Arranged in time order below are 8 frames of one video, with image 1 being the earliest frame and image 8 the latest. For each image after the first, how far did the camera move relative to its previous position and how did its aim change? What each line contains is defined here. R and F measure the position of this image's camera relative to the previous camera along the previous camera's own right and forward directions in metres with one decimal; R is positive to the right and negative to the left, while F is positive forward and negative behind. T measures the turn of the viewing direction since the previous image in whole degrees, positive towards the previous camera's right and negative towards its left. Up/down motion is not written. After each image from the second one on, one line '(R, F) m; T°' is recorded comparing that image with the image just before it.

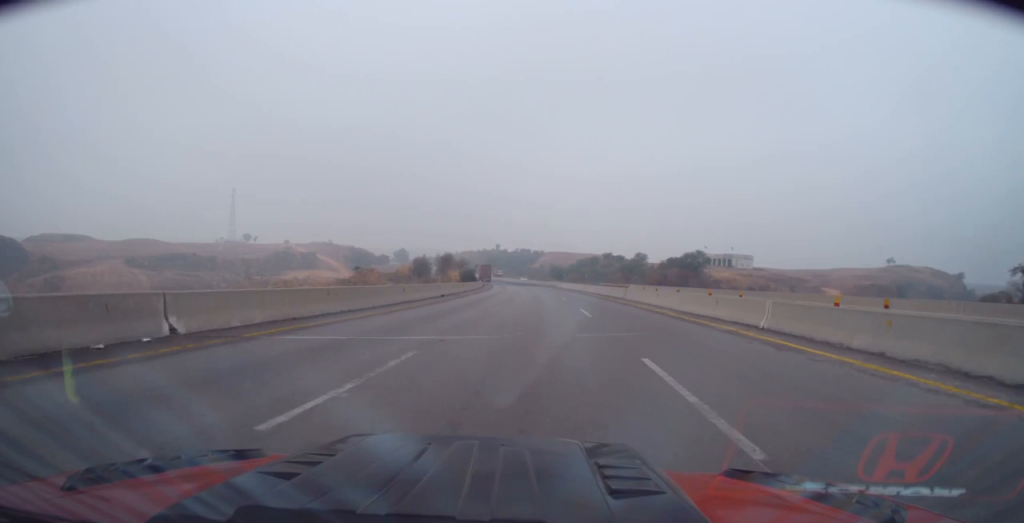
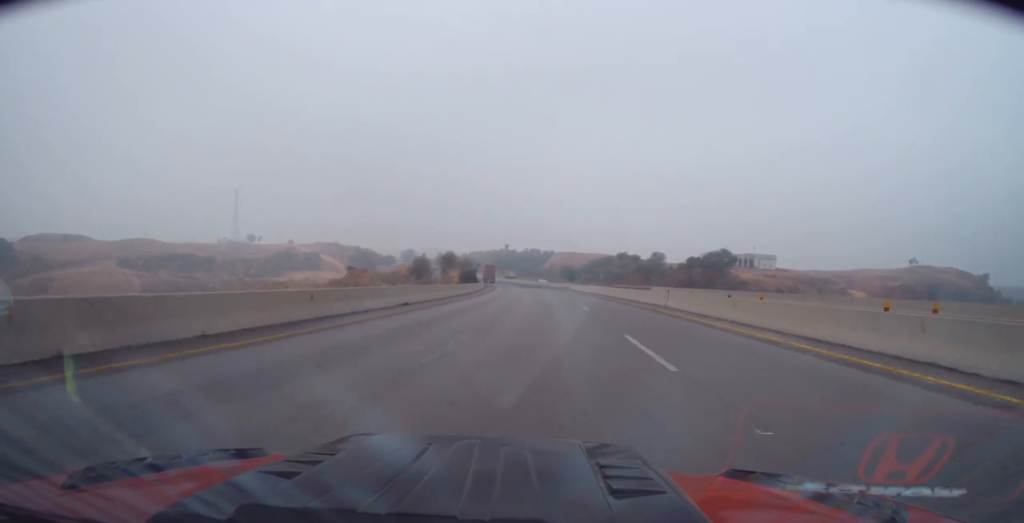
(0.0, +13.2) m; 0°
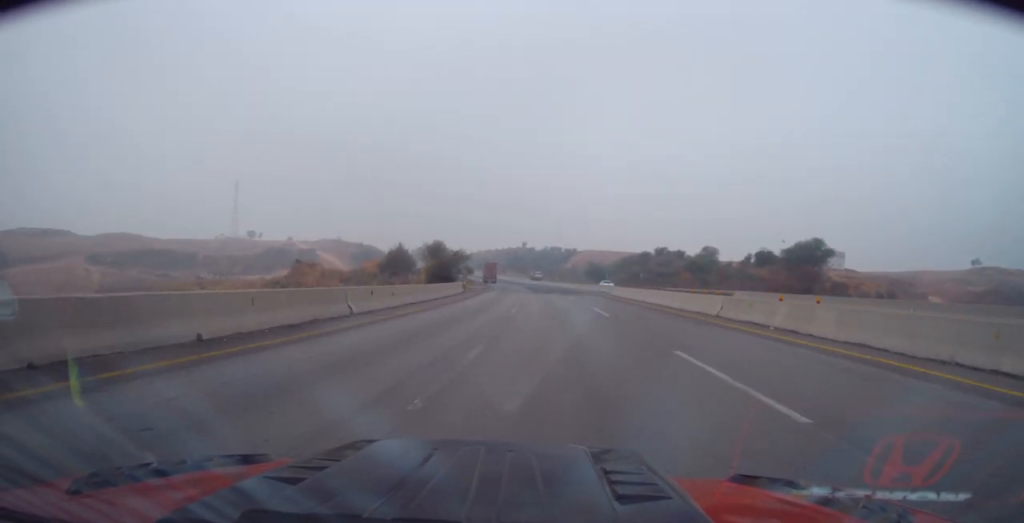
(-0.4, +39.4) m; -2°
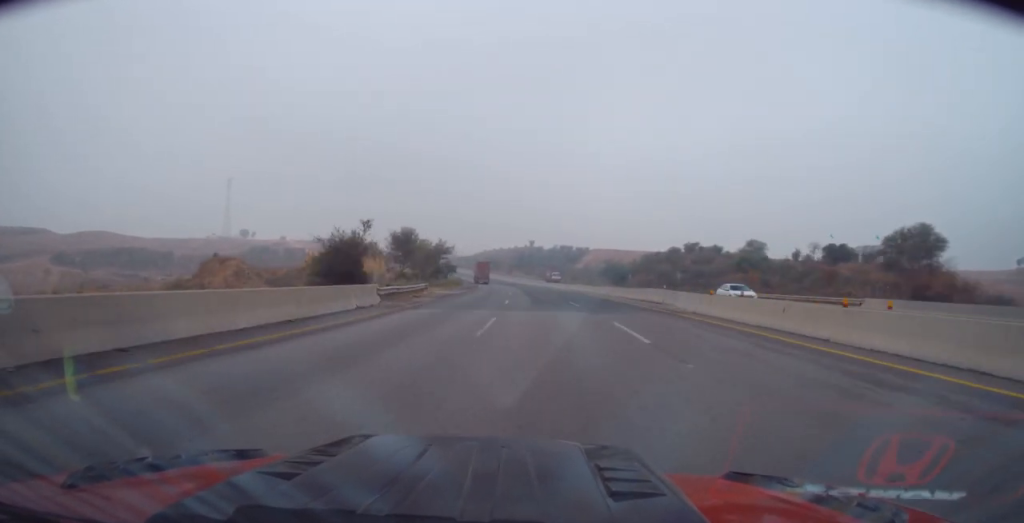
(-0.4, +28.6) m; -1°
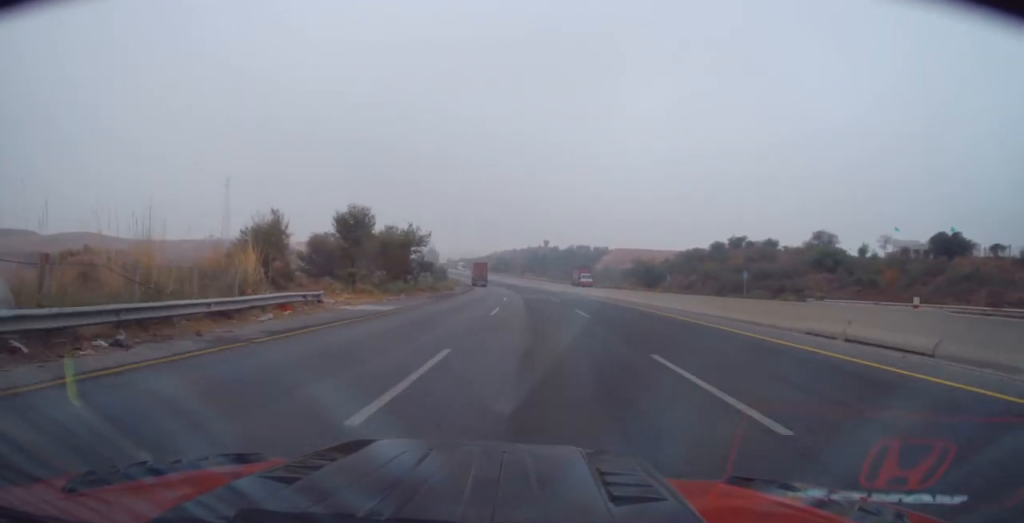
(-0.2, +26.0) m; -1°
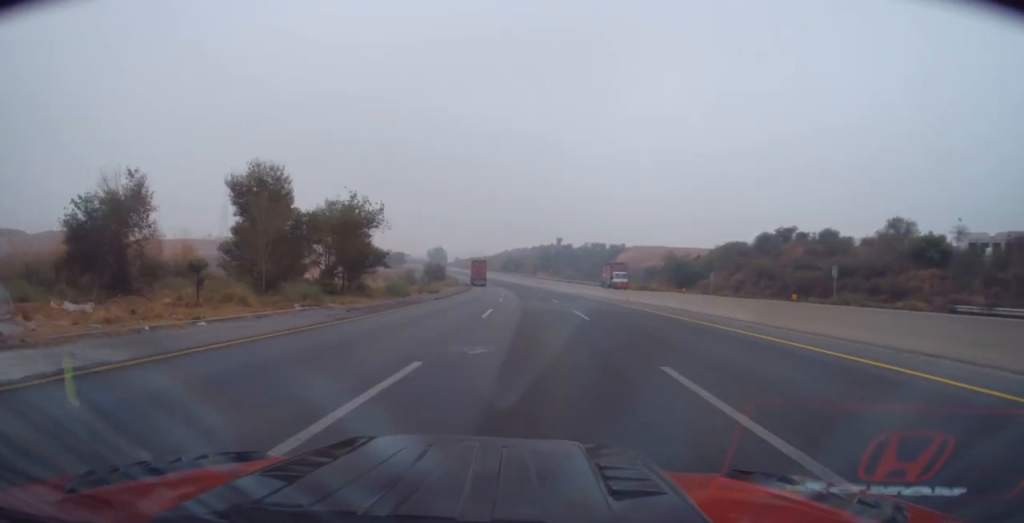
(-0.3, +20.2) m; -1°
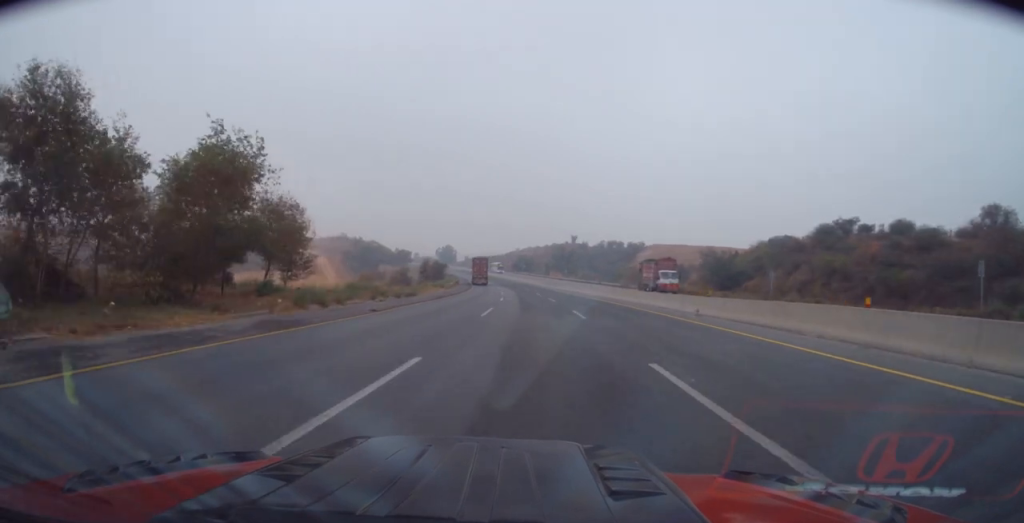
(+0.1, +17.7) m; -1°
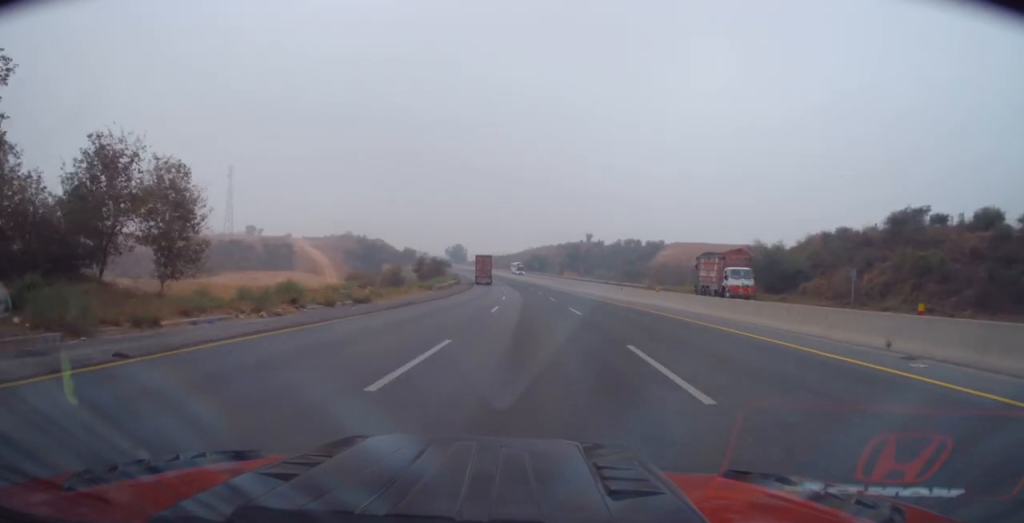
(-0.5, +15.3) m; -1°
